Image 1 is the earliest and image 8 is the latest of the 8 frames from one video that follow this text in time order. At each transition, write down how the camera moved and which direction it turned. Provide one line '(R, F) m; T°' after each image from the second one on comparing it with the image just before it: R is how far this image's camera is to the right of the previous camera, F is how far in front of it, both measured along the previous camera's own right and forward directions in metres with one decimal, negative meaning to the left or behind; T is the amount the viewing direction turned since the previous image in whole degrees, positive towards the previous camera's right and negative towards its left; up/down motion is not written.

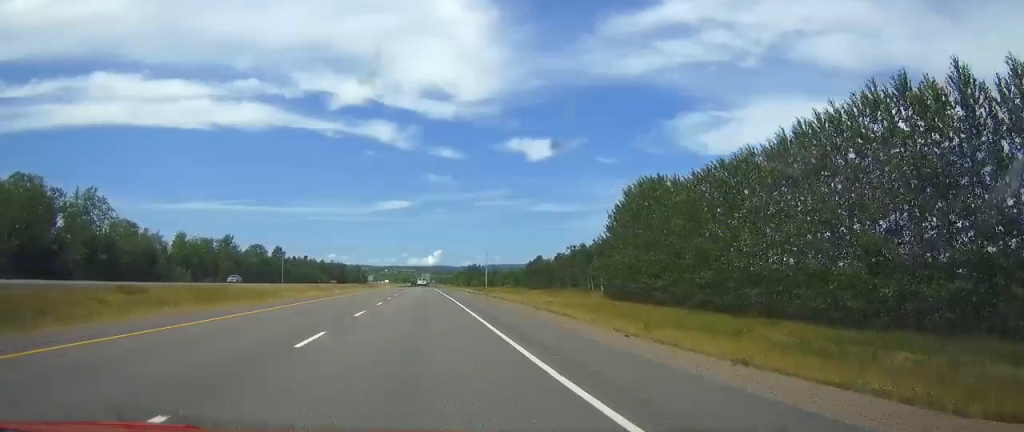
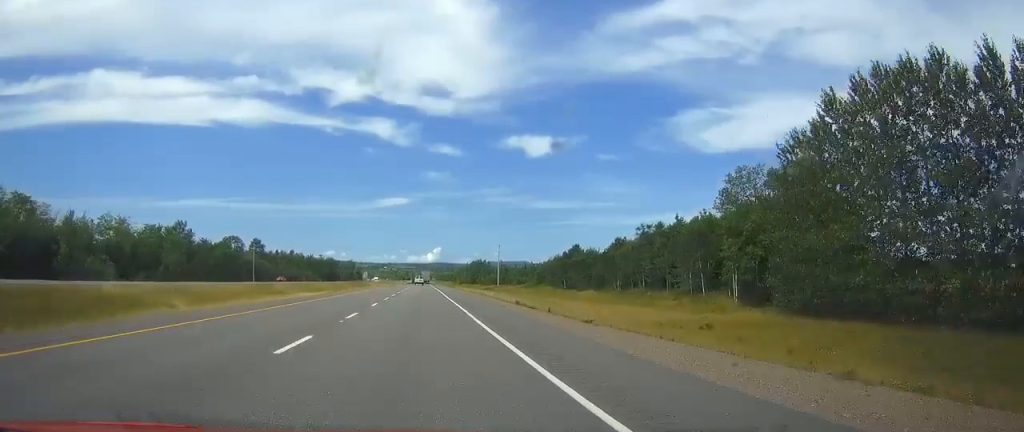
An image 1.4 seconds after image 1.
(0.0, +46.1) m; 0°
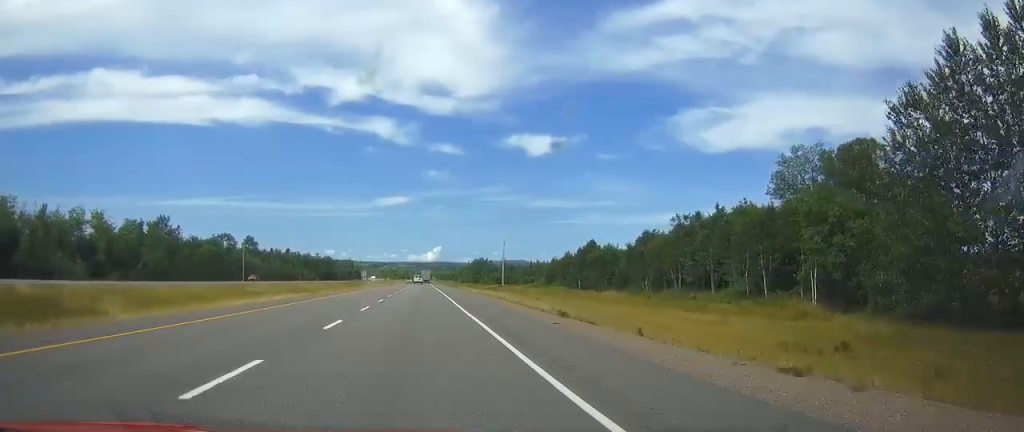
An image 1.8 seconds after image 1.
(+0.1, +13.2) m; 0°
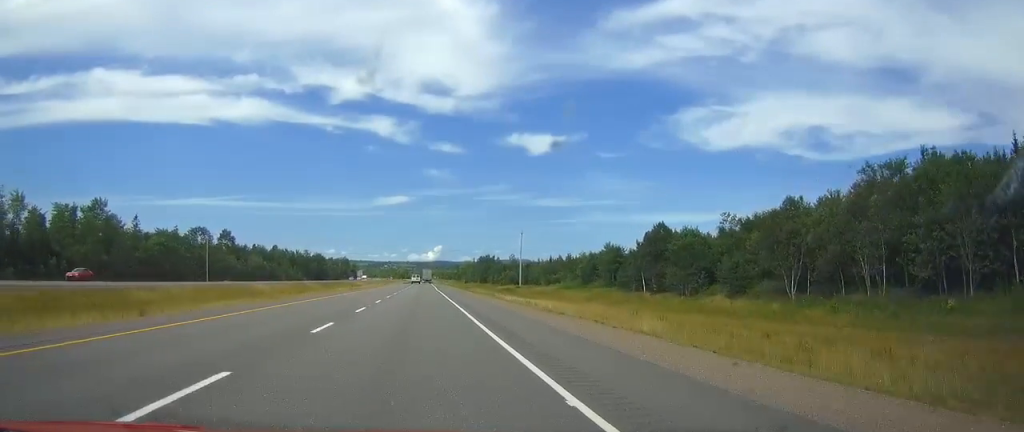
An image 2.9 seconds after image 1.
(0.0, +37.3) m; 0°
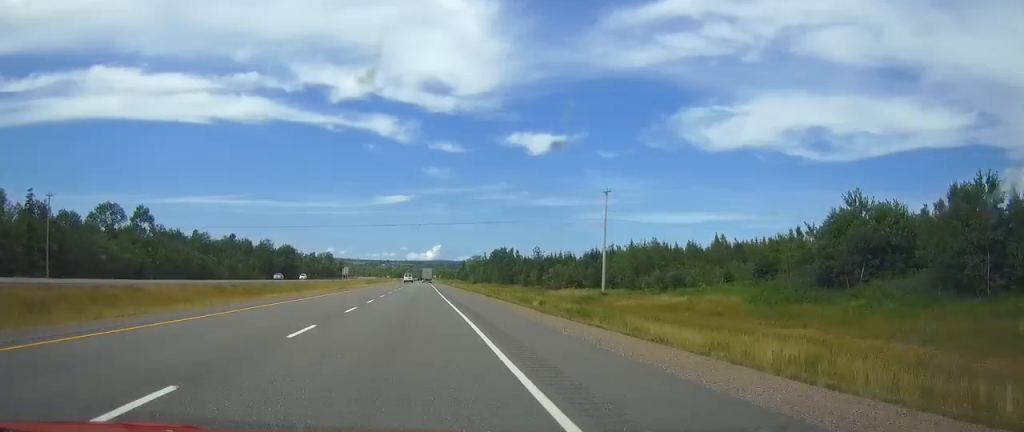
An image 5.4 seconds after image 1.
(0.0, +82.5) m; 0°
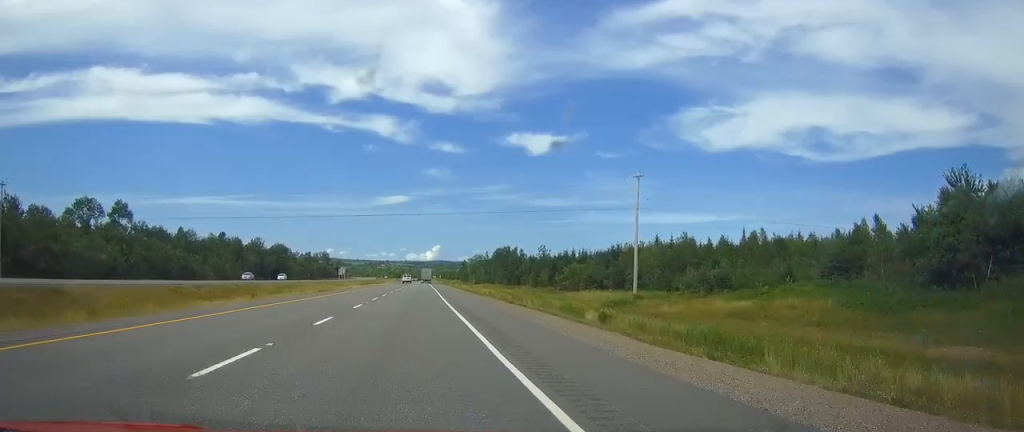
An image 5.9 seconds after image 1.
(0.0, +14.3) m; 0°
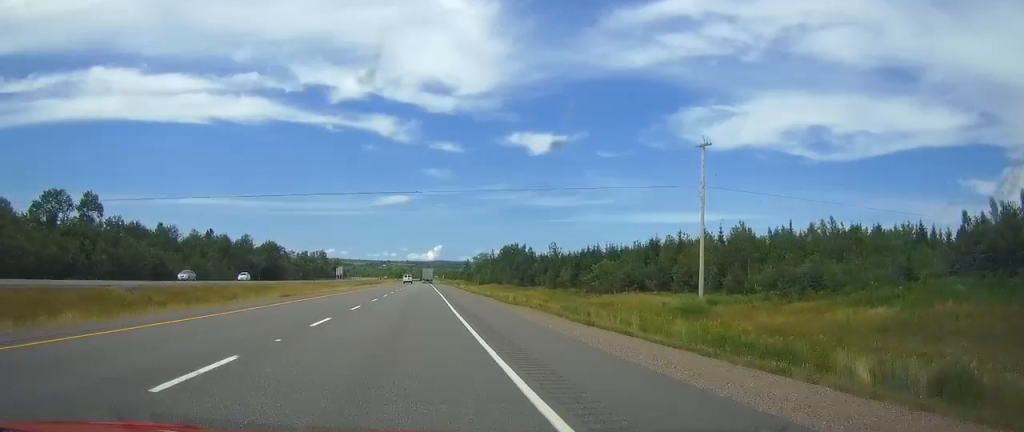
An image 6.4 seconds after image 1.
(0.0, +18.8) m; 0°
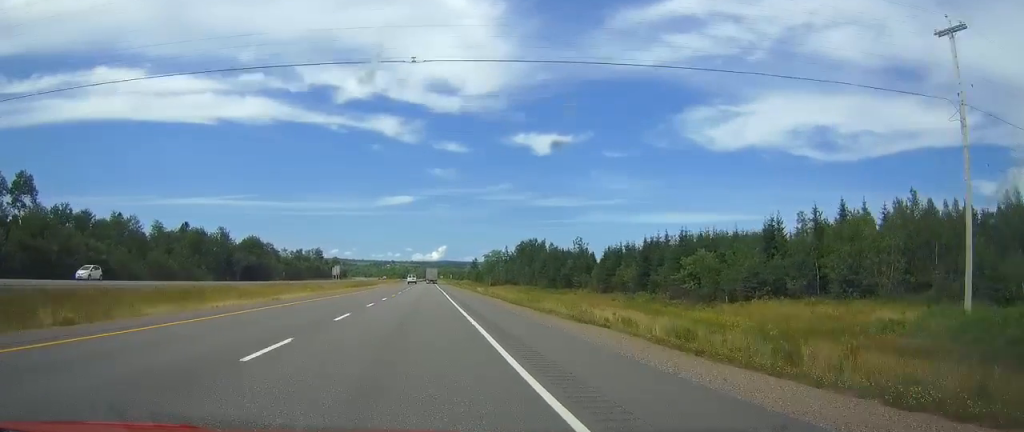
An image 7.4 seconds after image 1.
(0.0, +33.1) m; 0°
